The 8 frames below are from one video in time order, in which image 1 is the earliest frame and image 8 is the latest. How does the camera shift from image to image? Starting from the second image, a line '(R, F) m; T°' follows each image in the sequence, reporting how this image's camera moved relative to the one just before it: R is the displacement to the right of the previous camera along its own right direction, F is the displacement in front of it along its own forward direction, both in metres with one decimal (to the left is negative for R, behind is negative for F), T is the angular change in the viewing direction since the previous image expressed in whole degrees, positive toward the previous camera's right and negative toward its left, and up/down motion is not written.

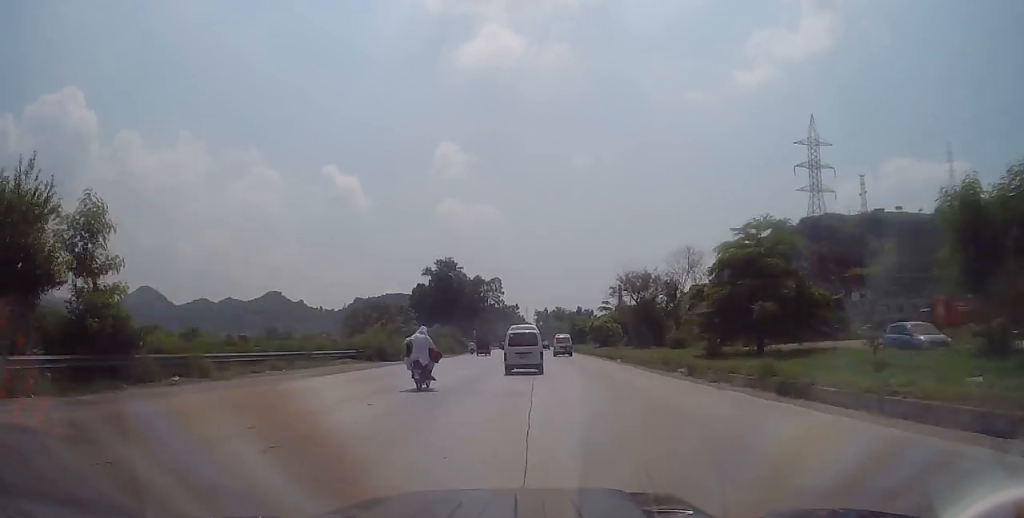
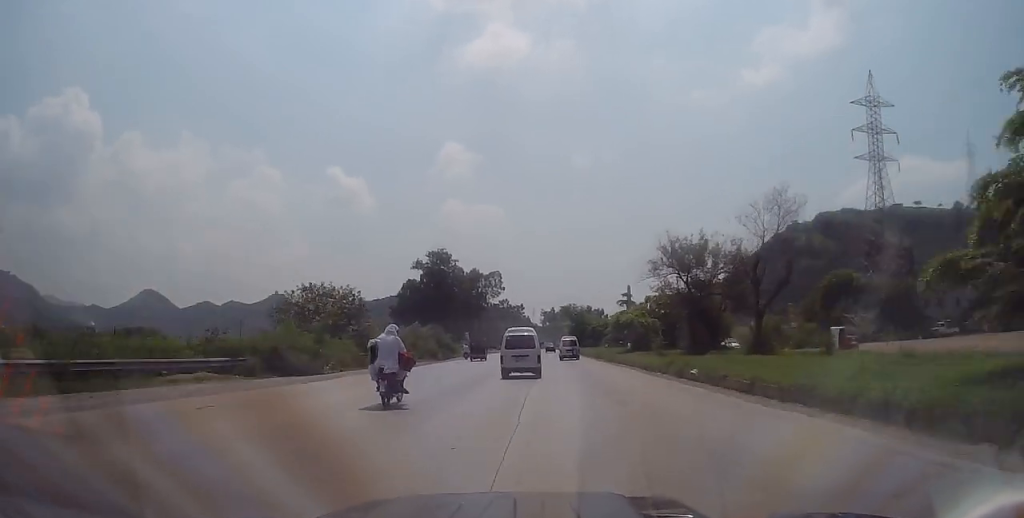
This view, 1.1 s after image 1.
(+0.5, +17.7) m; +1°
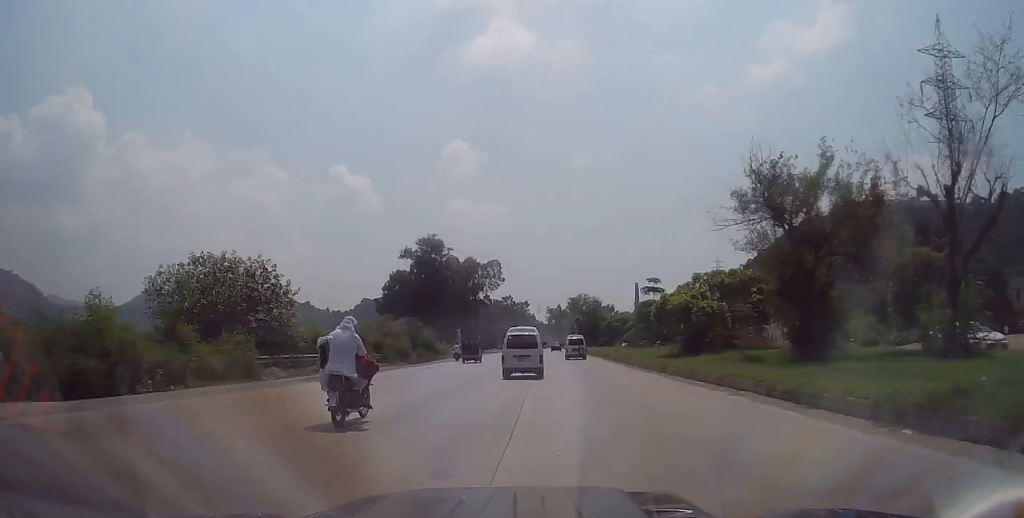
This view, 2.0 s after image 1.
(-0.2, +15.5) m; -1°
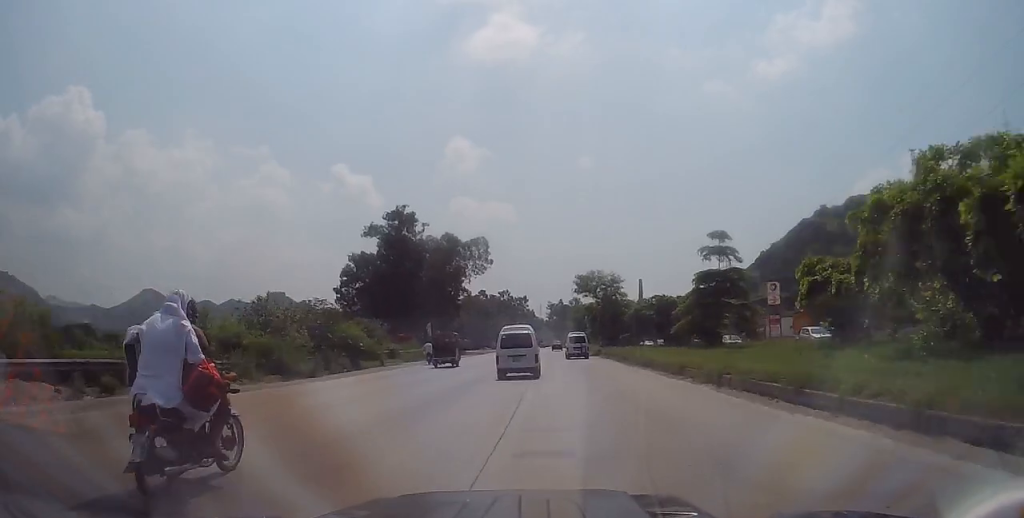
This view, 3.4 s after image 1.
(-0.2, +23.4) m; 0°
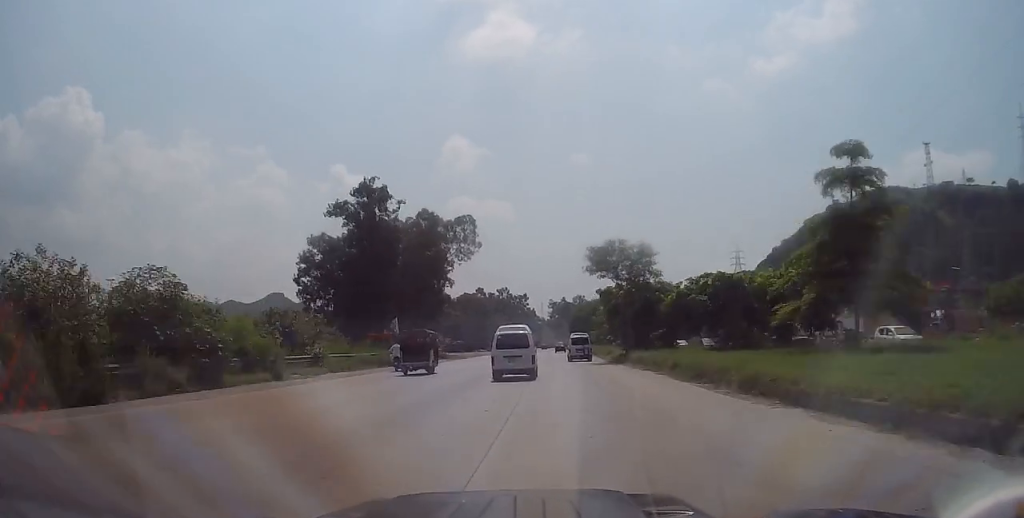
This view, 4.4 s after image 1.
(+0.1, +16.1) m; -1°
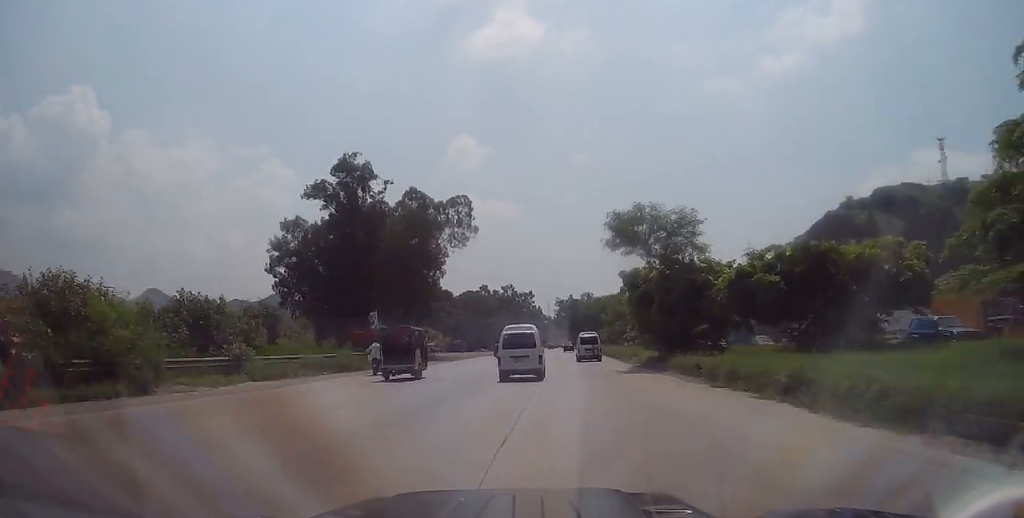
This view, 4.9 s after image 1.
(-0.3, +9.5) m; -1°
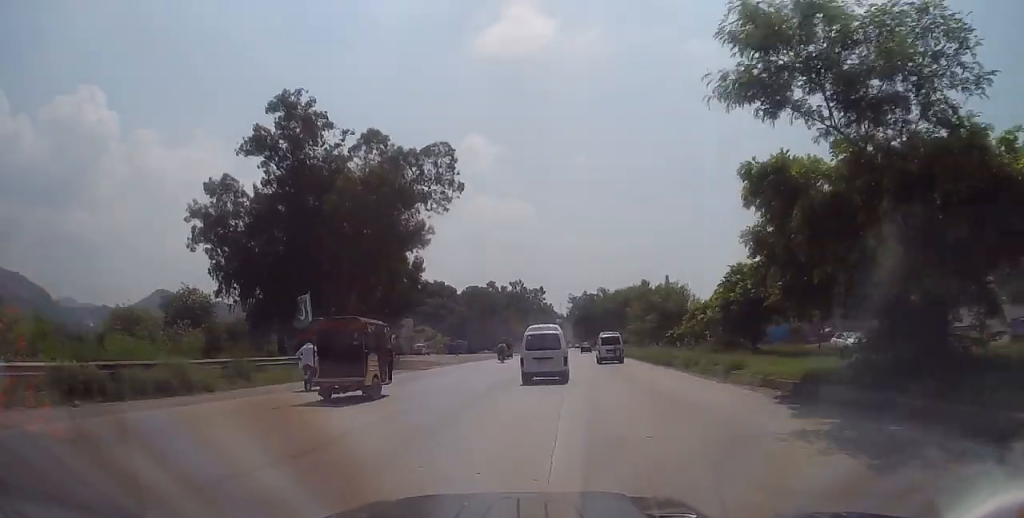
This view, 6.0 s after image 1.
(-0.1, +17.3) m; 0°
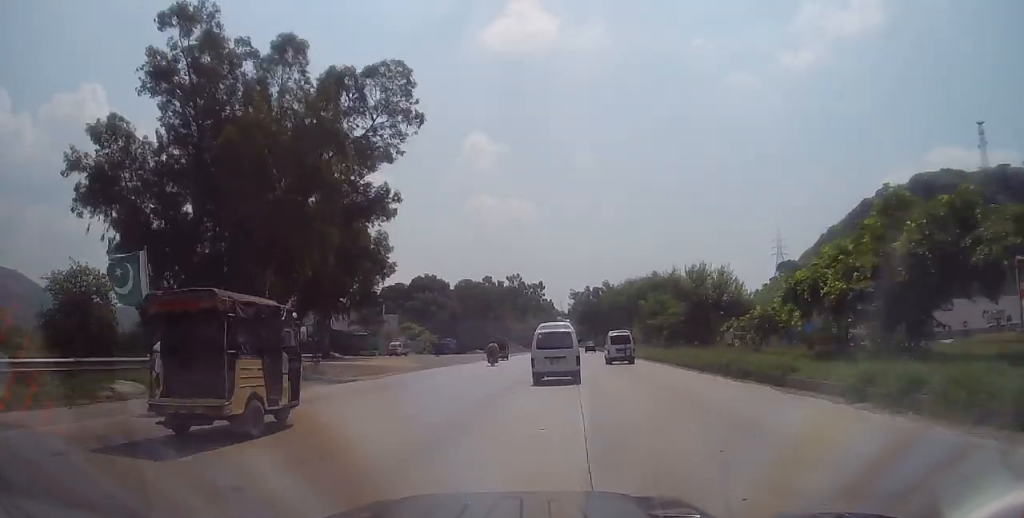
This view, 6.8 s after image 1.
(0.0, +14.0) m; +1°
